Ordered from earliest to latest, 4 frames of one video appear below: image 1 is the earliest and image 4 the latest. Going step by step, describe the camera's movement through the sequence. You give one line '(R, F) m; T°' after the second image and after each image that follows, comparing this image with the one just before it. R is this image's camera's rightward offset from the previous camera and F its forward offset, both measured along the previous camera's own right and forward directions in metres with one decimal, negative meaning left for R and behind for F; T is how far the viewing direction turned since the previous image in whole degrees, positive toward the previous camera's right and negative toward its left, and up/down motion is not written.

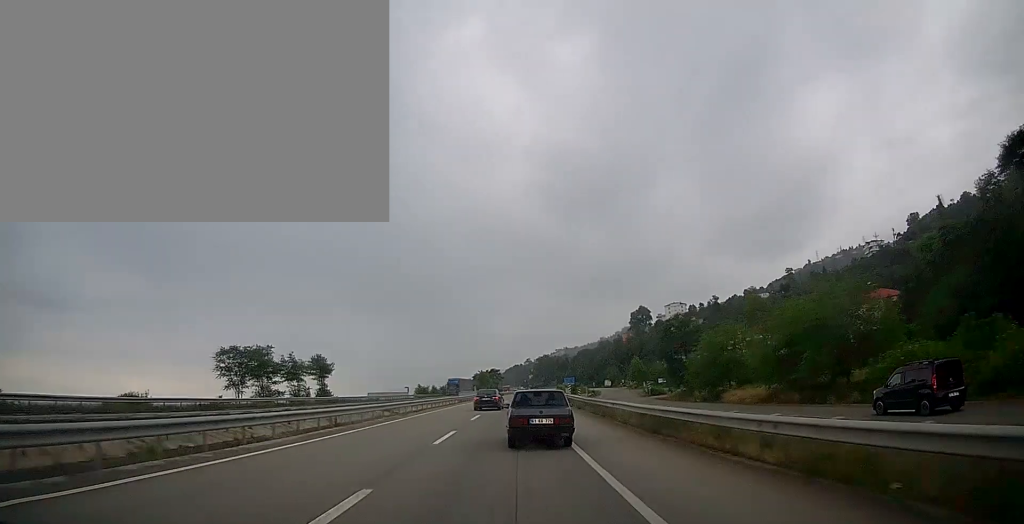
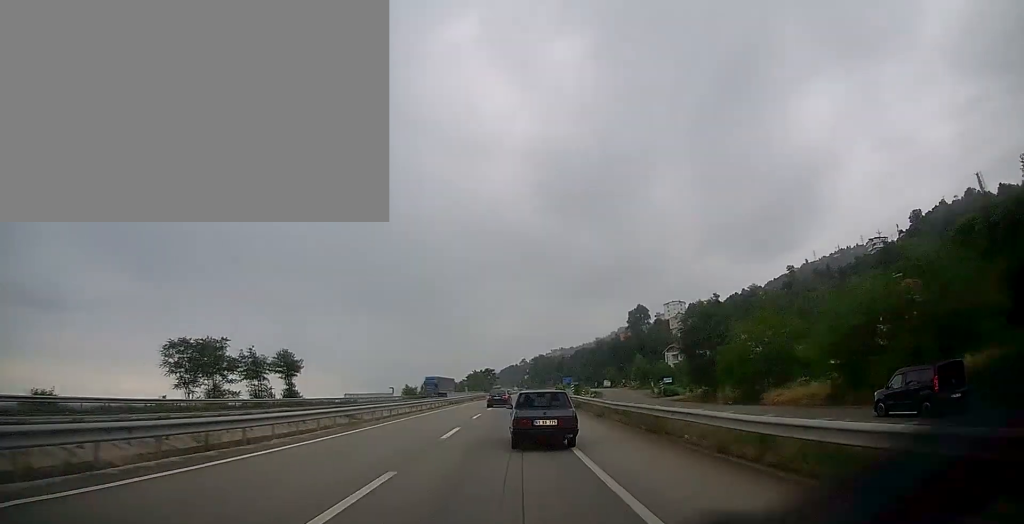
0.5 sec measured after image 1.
(0.0, +9.8) m; 0°
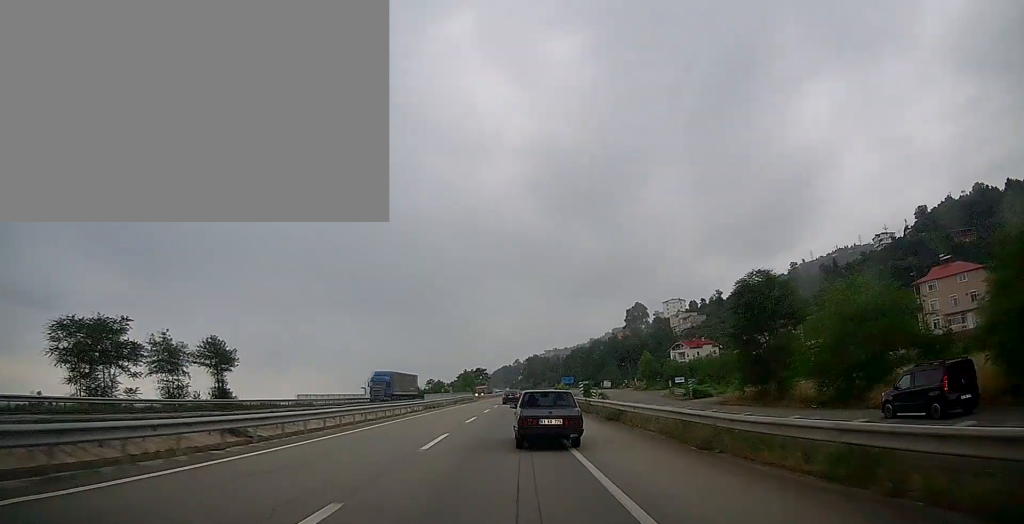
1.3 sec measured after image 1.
(0.0, +15.1) m; 0°
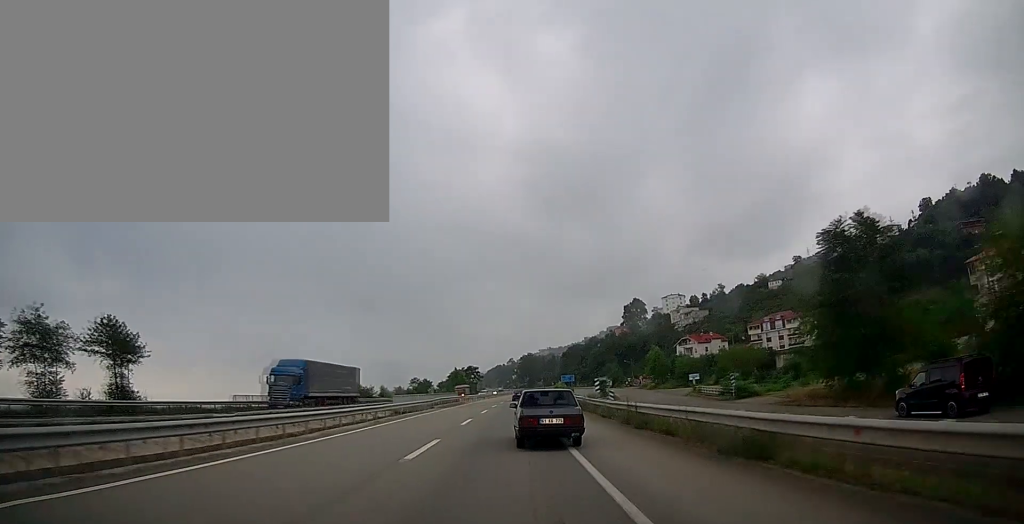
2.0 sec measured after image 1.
(0.0, +13.8) m; 0°
